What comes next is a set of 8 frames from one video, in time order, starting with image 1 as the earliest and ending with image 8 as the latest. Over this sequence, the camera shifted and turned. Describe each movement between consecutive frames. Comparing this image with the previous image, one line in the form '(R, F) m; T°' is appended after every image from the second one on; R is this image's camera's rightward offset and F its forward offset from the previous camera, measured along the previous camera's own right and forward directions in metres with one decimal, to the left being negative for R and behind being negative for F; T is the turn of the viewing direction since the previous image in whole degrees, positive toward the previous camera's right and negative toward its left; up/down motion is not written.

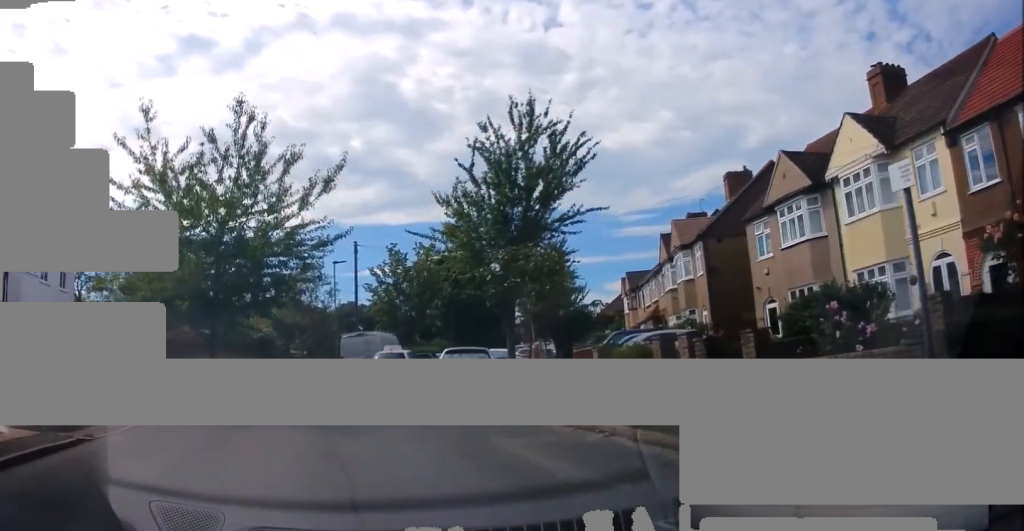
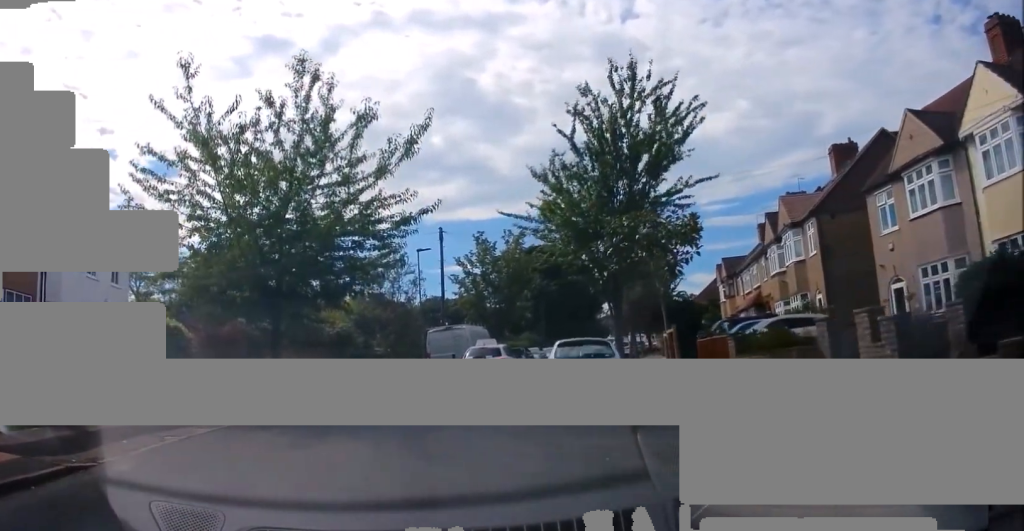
(-0.2, +3.0) m; -4°
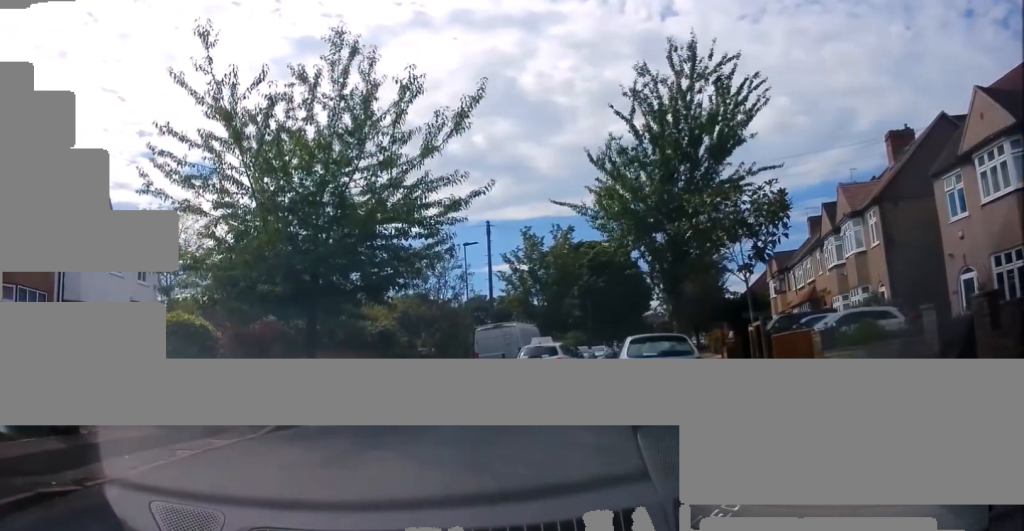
(0.0, +1.6) m; +3°
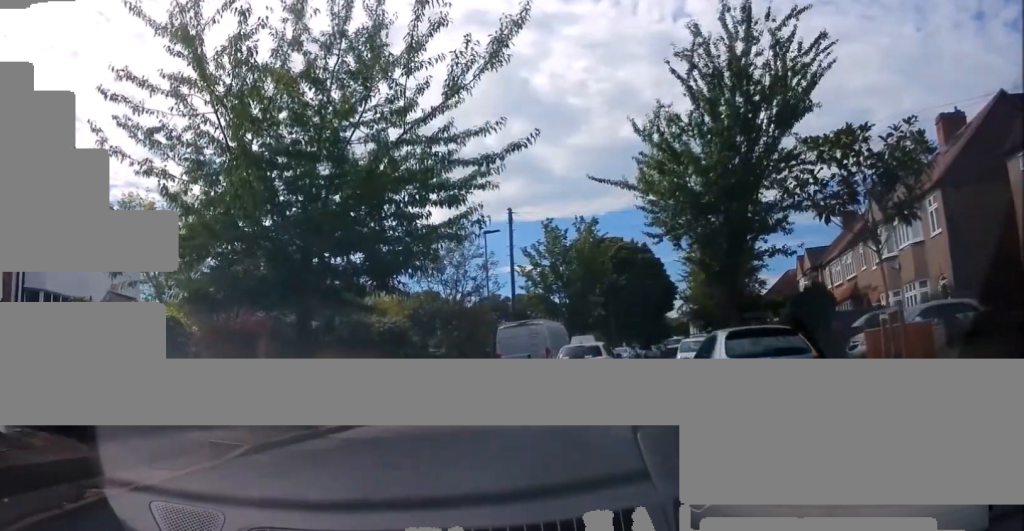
(+0.3, +2.8) m; +5°
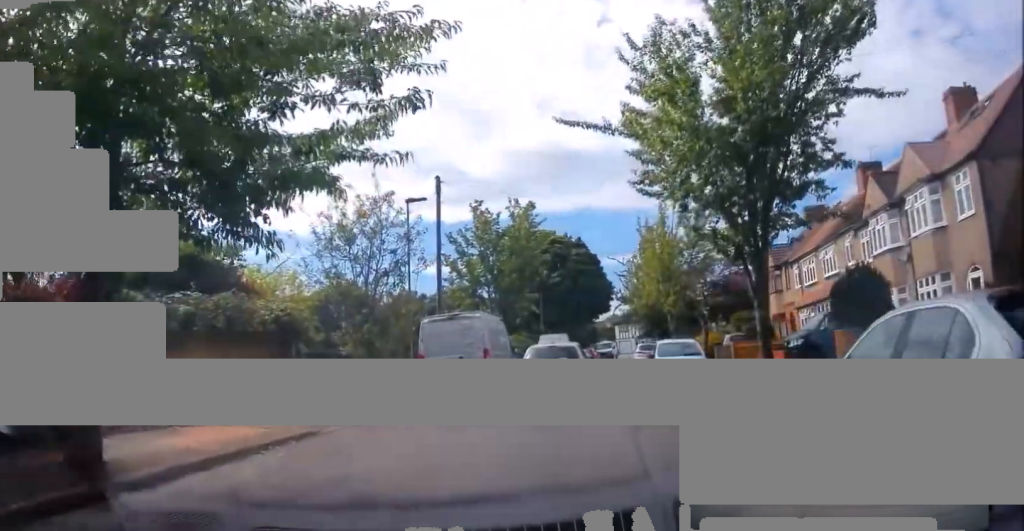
(+0.1, +5.1) m; +10°
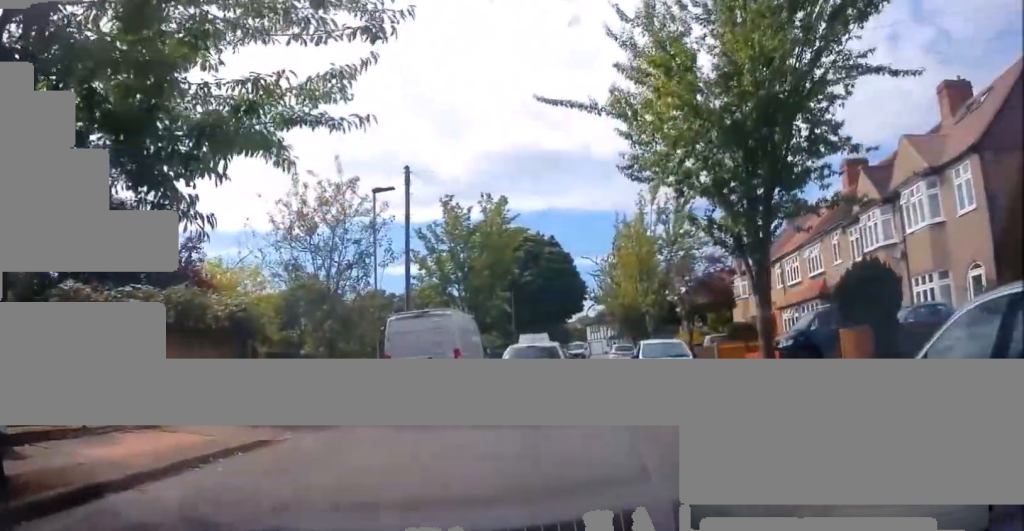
(0.0, +1.1) m; +1°
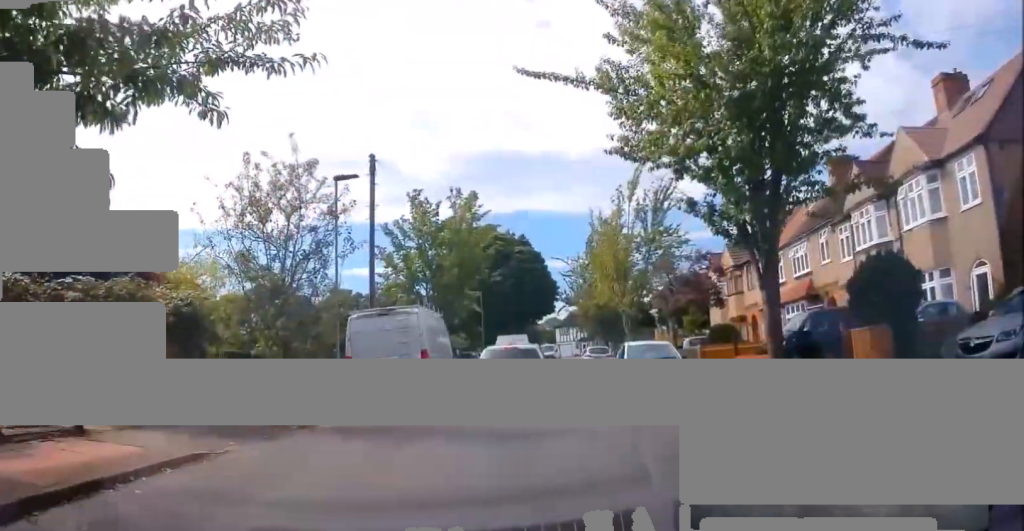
(0.0, +1.3) m; +1°
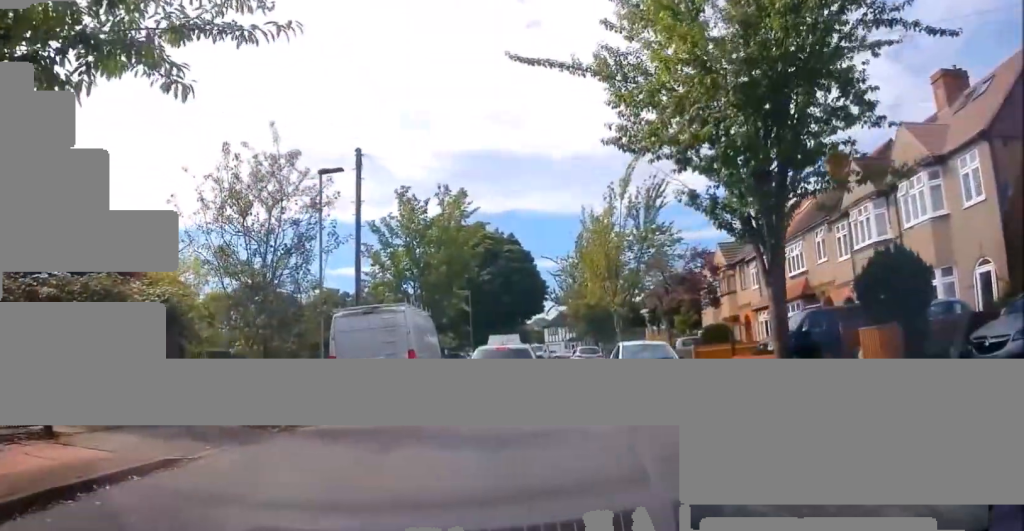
(0.0, +0.6) m; 0°
